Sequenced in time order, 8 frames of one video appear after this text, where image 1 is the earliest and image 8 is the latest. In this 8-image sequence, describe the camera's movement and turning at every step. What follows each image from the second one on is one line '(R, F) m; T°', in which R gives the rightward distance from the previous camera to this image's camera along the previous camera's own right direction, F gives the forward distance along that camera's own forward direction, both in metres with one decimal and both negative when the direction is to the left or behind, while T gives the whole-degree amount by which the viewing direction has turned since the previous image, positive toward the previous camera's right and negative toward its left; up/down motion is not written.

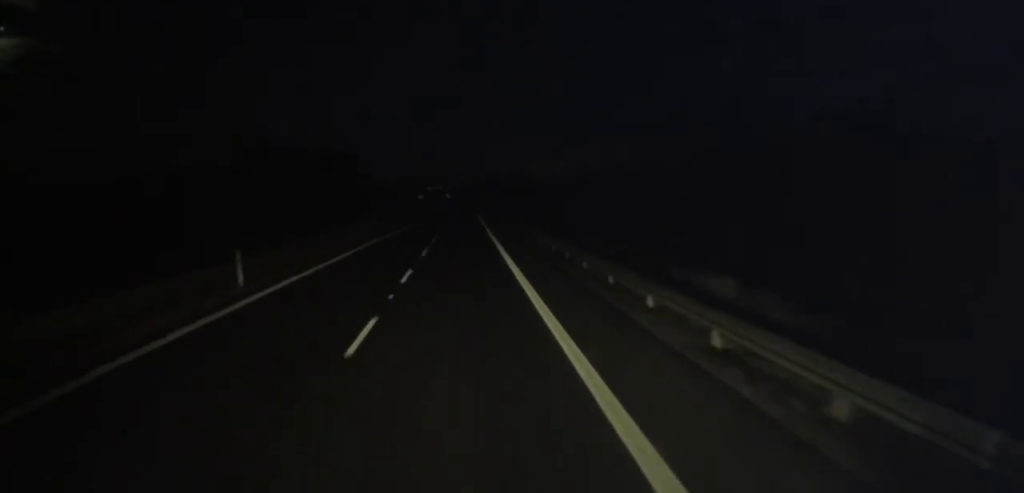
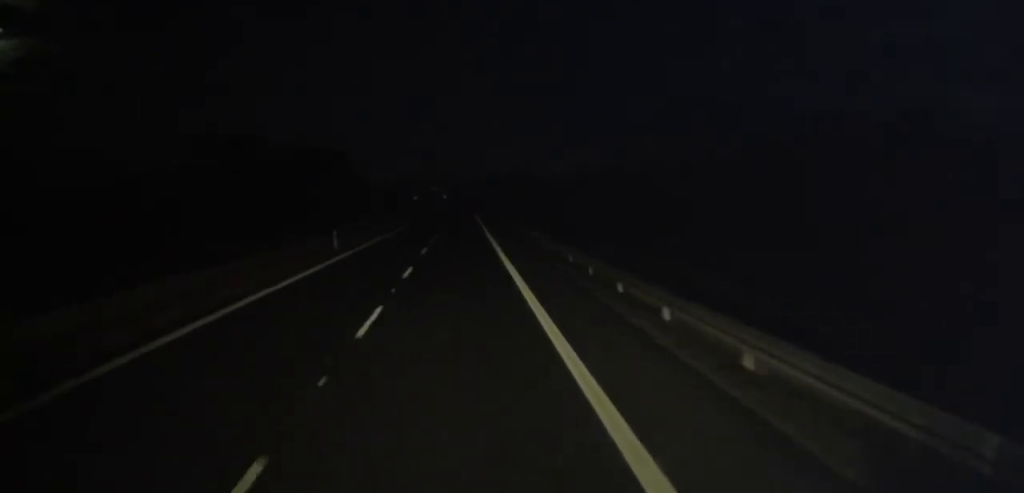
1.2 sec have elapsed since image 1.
(-0.2, +25.3) m; +1°
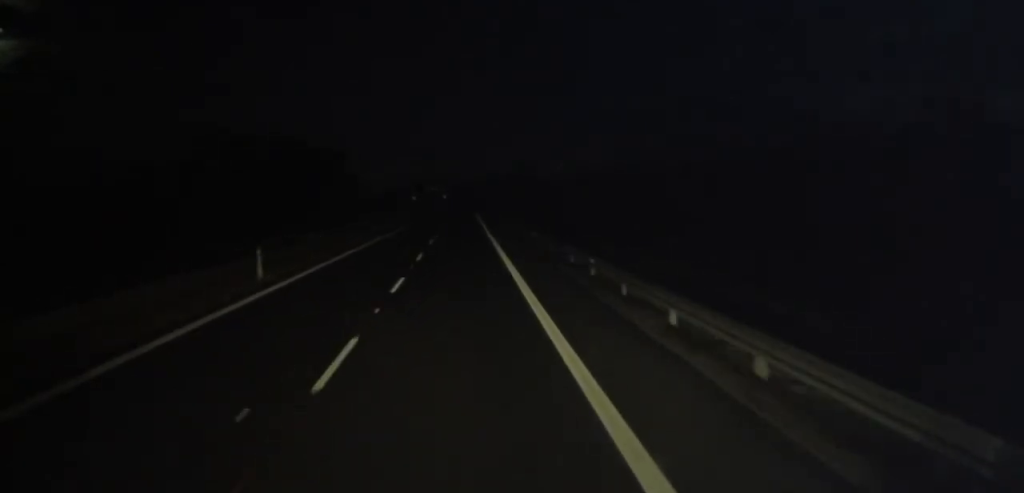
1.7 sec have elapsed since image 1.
(+0.1, +12.3) m; 0°
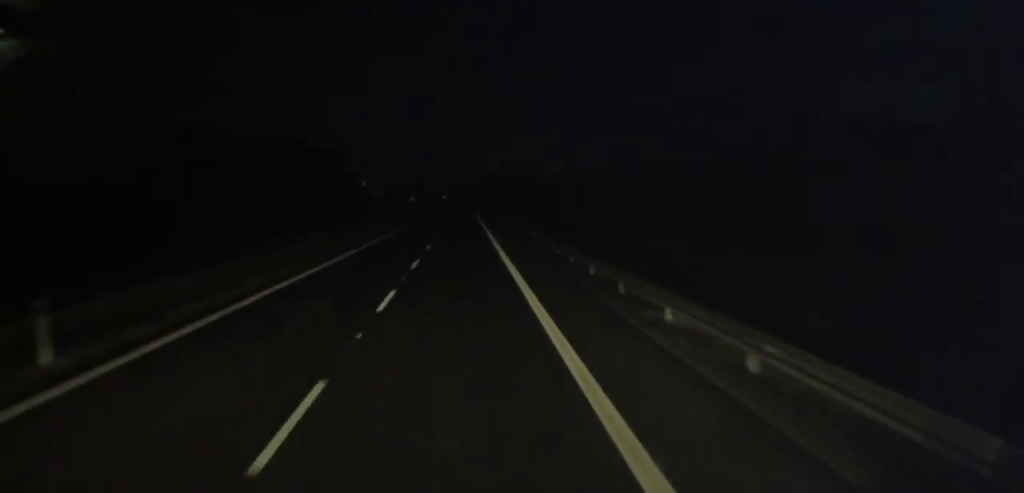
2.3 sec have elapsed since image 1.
(+0.3, +11.6) m; 0°
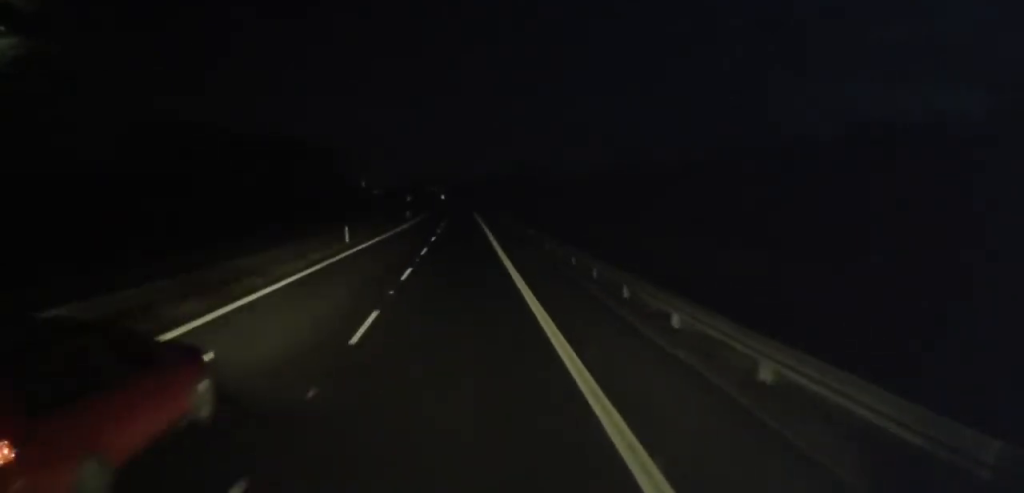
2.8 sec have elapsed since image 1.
(-0.1, +12.4) m; 0°
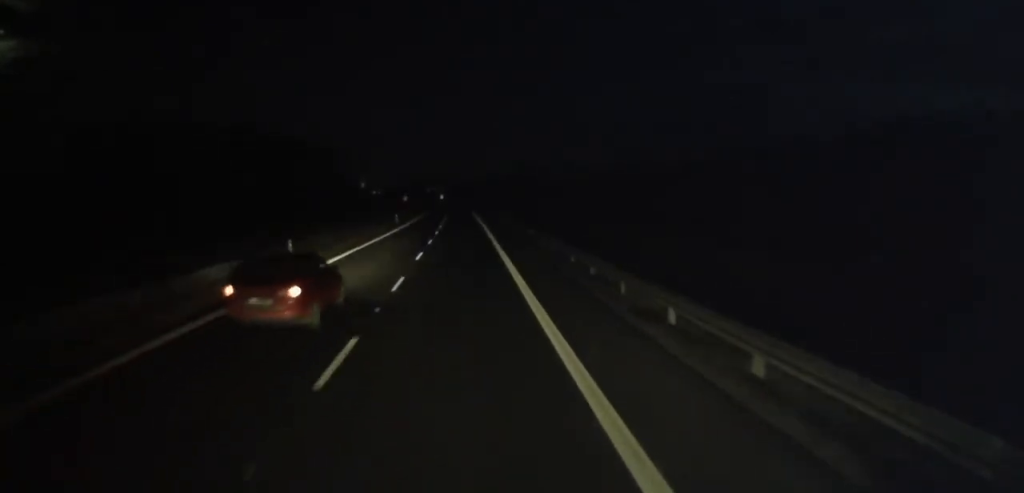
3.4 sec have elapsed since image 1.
(-0.1, +11.7) m; 0°
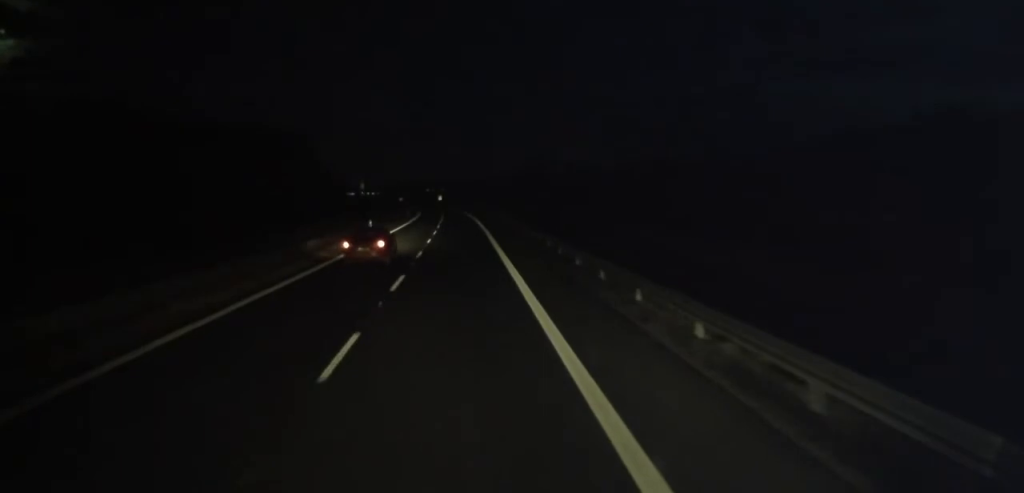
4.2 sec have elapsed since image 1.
(0.0, +17.6) m; 0°
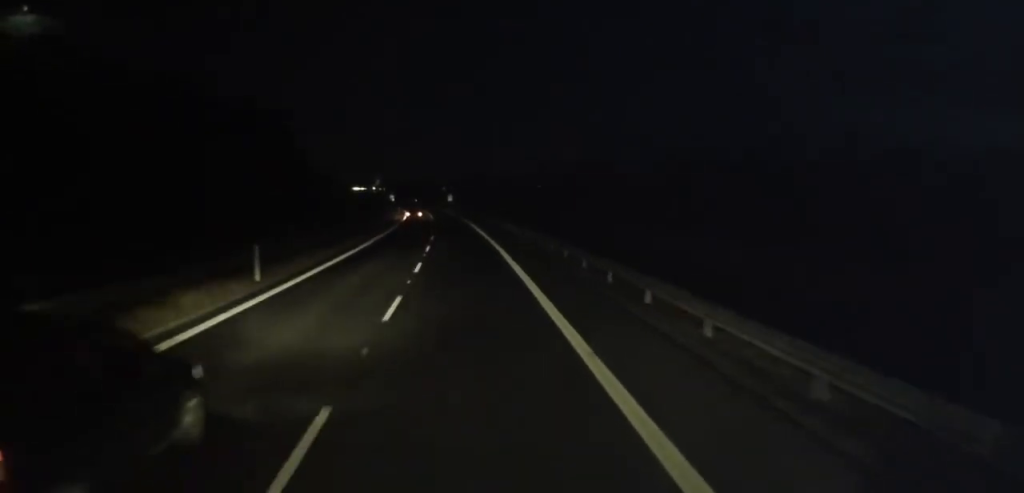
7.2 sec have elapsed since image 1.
(-1.1, +67.6) m; -2°
